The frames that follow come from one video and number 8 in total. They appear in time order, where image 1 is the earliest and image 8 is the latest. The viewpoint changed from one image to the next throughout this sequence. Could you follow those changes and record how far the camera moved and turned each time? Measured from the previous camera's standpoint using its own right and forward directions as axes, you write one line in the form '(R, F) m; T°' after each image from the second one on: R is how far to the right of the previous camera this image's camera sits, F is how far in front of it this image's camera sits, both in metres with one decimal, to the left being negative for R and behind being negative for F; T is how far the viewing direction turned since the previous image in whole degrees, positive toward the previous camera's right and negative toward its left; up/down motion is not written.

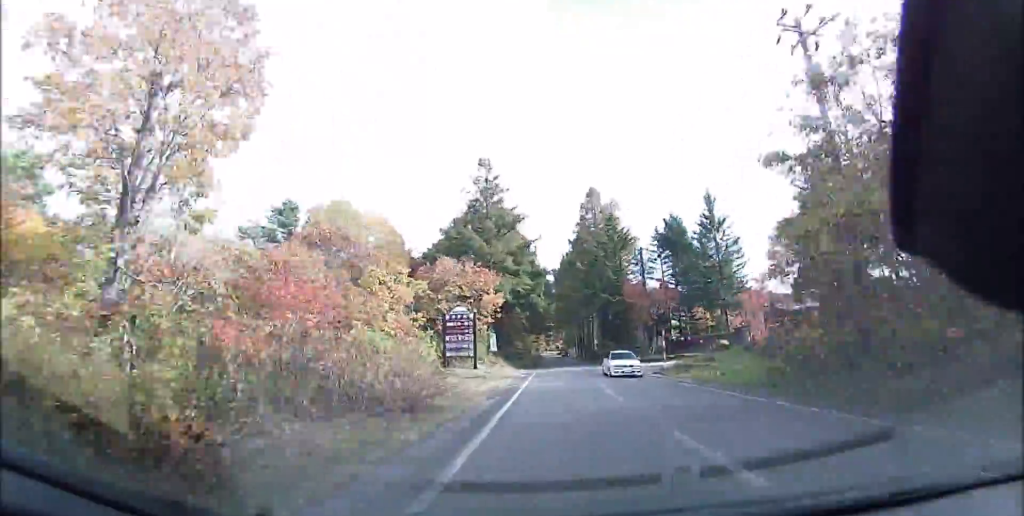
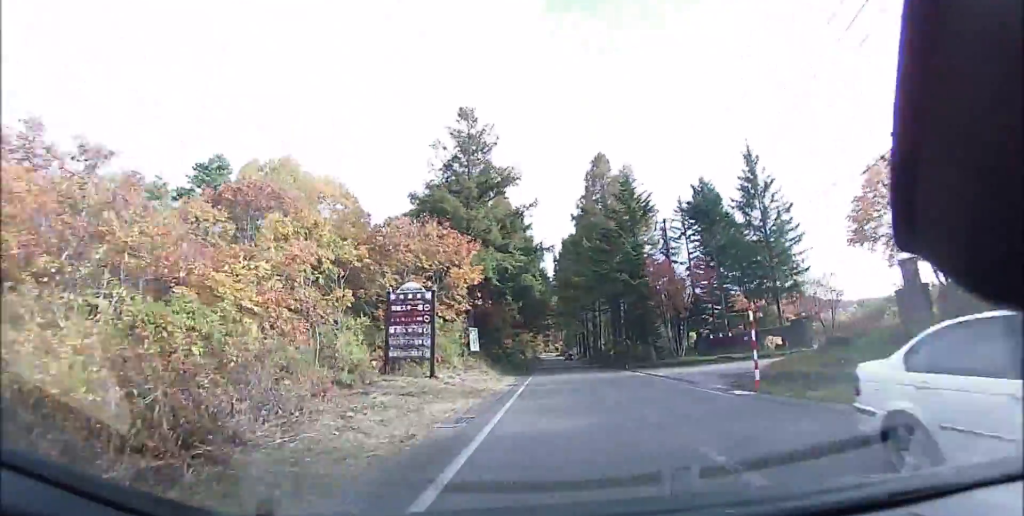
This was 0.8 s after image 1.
(-0.1, +10.6) m; 0°
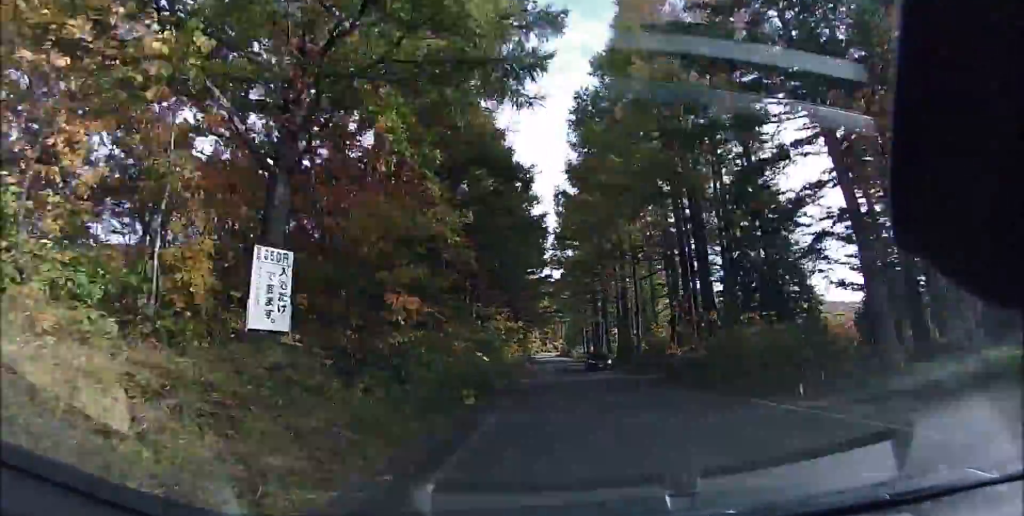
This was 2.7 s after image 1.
(+0.2, +25.4) m; -1°
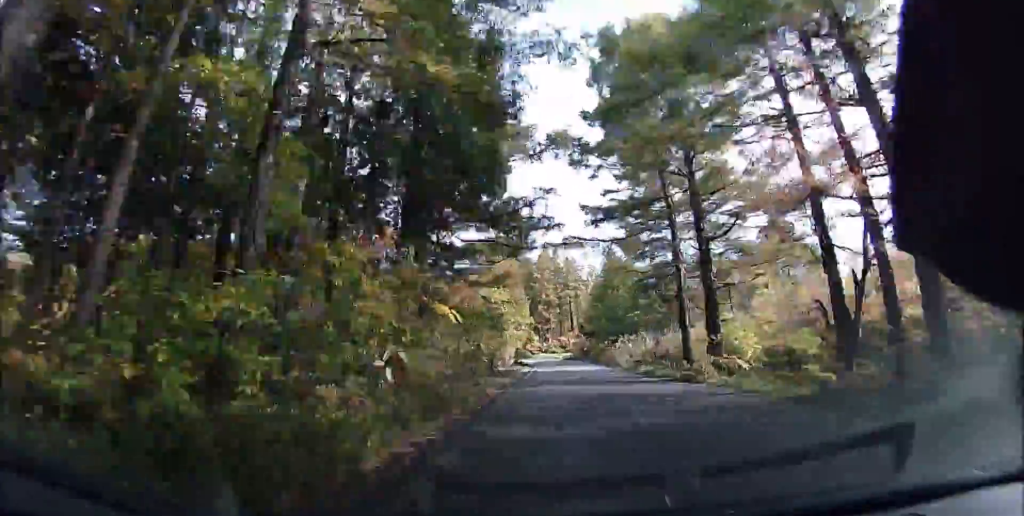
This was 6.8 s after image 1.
(-1.0, +59.8) m; 0°
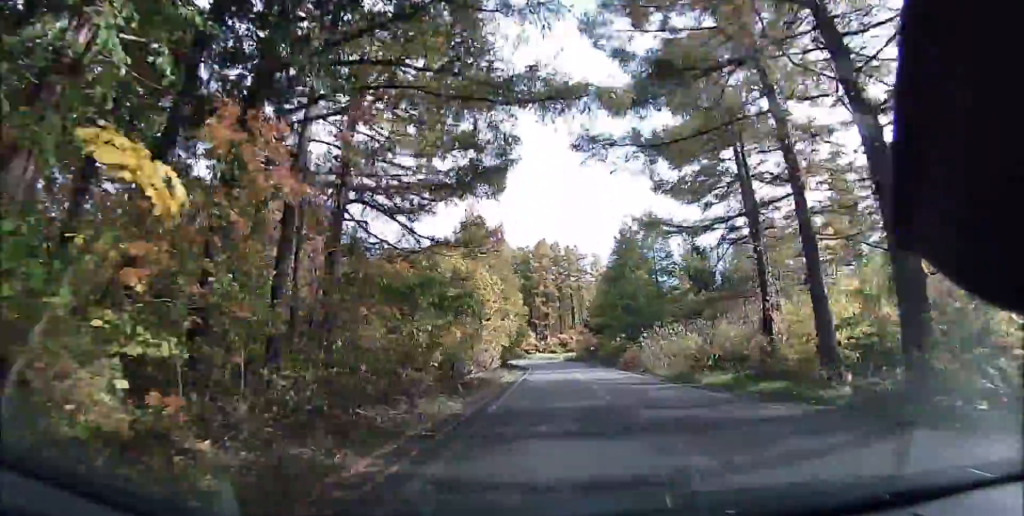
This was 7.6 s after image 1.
(+0.1, +11.6) m; 0°
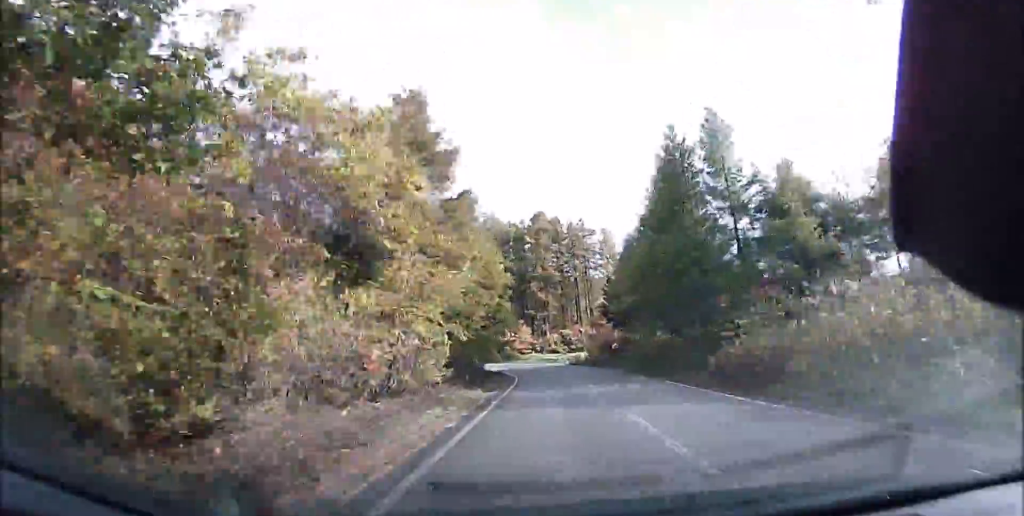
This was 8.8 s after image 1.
(0.0, +17.4) m; -1°
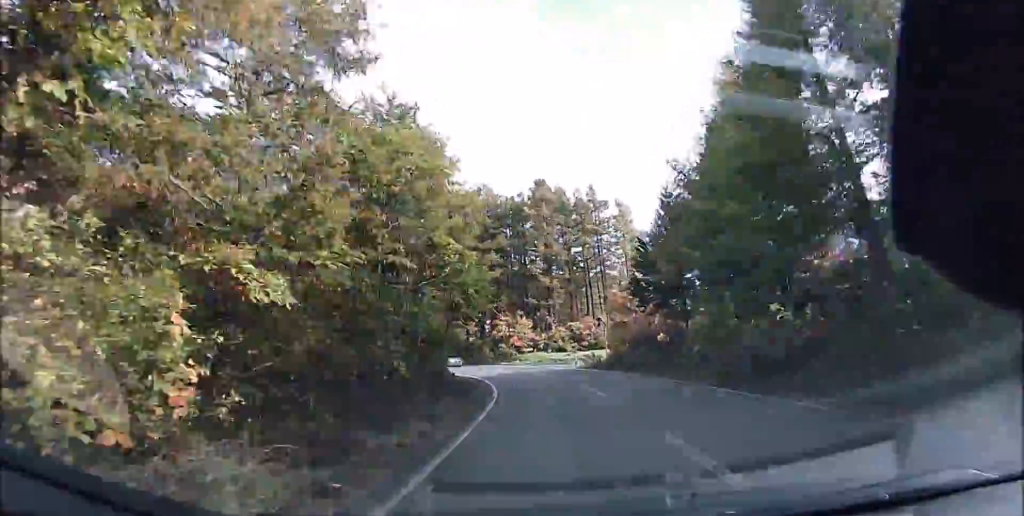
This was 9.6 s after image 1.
(+0.3, +12.9) m; -1°
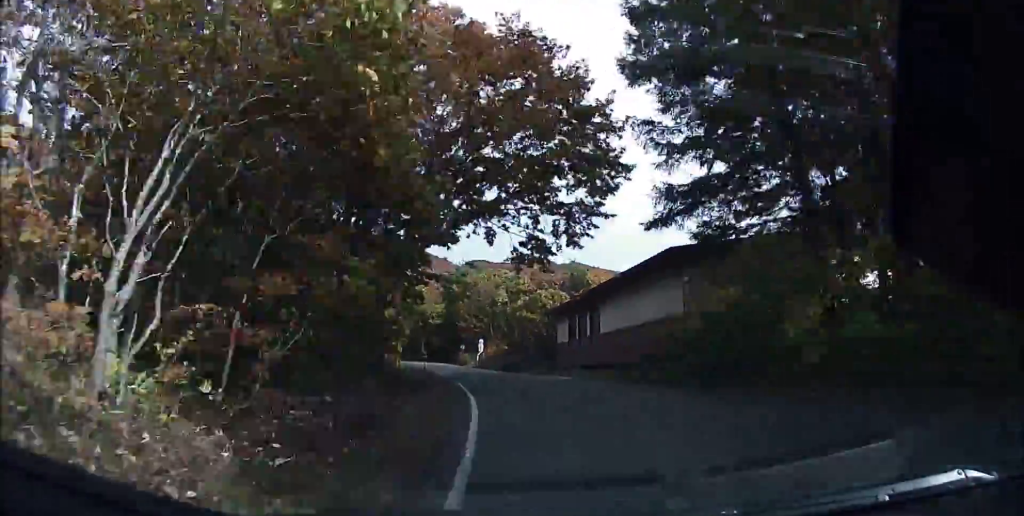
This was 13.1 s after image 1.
(-7.4, +47.8) m; -27°
